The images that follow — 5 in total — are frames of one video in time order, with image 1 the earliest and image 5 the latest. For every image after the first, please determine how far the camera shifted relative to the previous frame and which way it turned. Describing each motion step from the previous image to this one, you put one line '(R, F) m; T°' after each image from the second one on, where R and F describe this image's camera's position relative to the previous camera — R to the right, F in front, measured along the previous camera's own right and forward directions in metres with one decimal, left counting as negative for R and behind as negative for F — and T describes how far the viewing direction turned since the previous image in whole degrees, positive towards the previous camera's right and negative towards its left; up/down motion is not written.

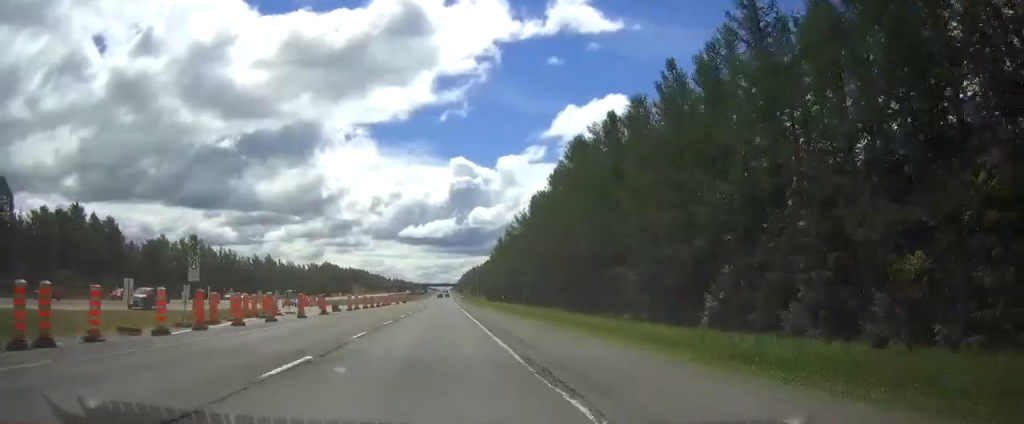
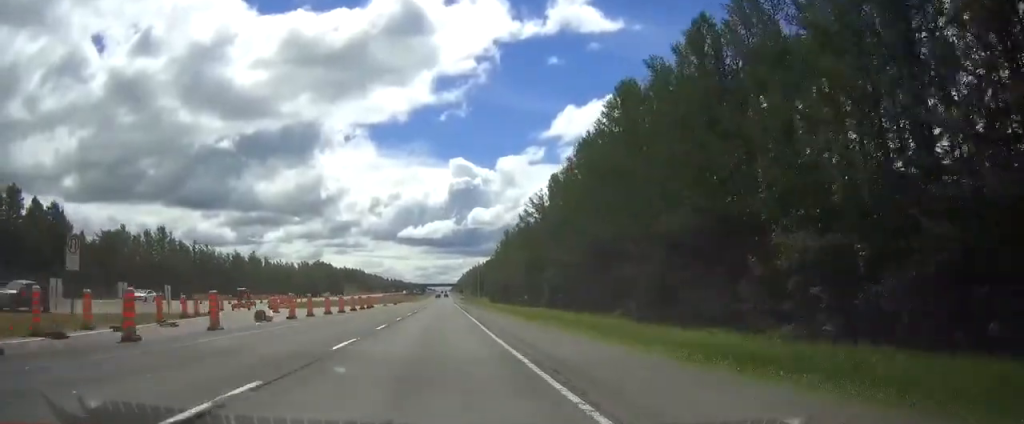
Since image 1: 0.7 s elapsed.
(0.0, +21.7) m; 0°
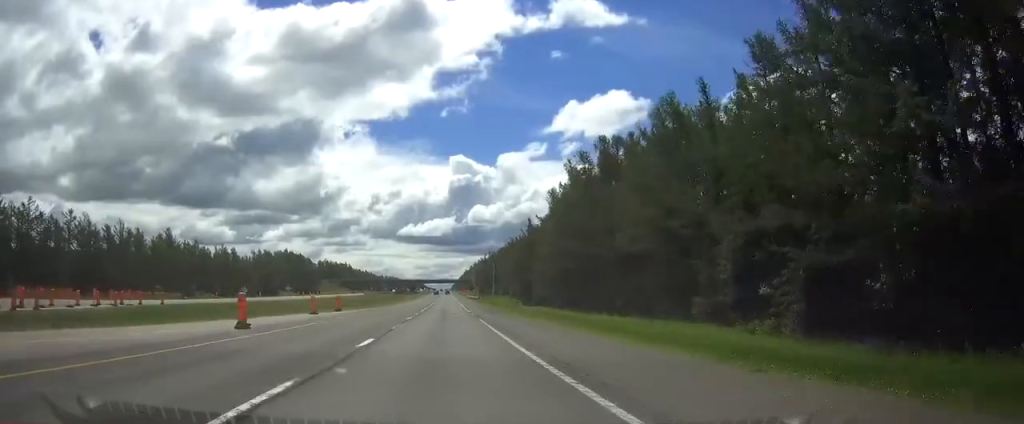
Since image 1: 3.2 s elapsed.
(-0.1, +81.3) m; 0°
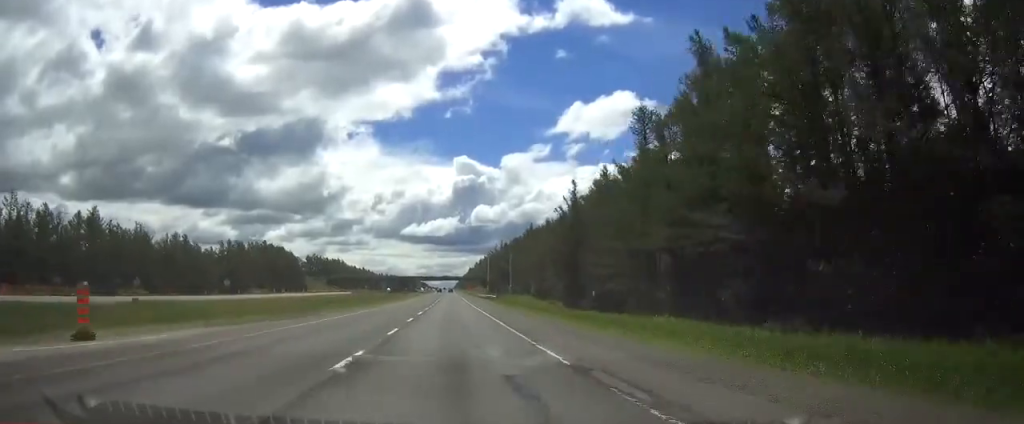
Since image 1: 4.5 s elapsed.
(0.0, +42.2) m; 0°
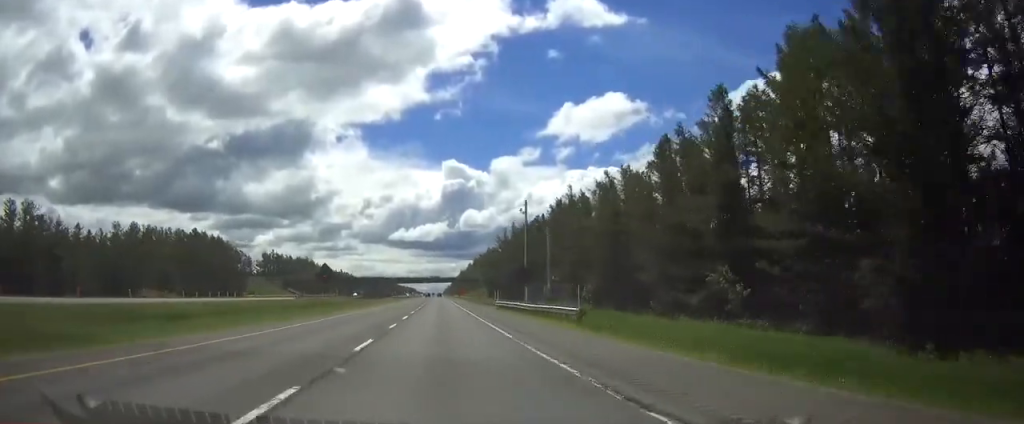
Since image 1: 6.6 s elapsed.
(+0.7, +68.1) m; +1°
